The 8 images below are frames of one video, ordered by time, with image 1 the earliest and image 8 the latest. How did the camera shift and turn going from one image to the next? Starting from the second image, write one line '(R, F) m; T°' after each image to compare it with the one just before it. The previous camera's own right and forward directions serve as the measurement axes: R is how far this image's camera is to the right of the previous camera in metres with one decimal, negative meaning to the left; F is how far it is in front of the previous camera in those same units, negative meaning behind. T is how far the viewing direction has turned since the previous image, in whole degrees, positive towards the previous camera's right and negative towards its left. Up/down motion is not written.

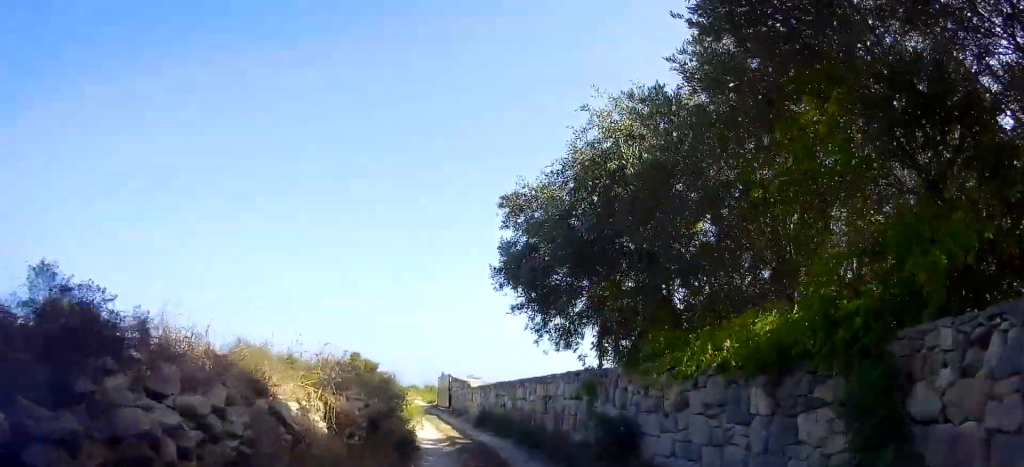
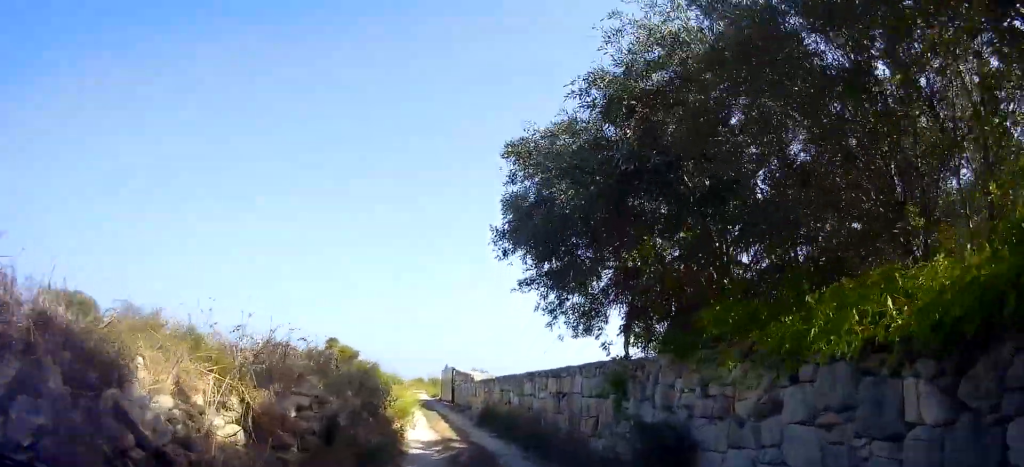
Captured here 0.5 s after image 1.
(-0.3, +1.8) m; 0°
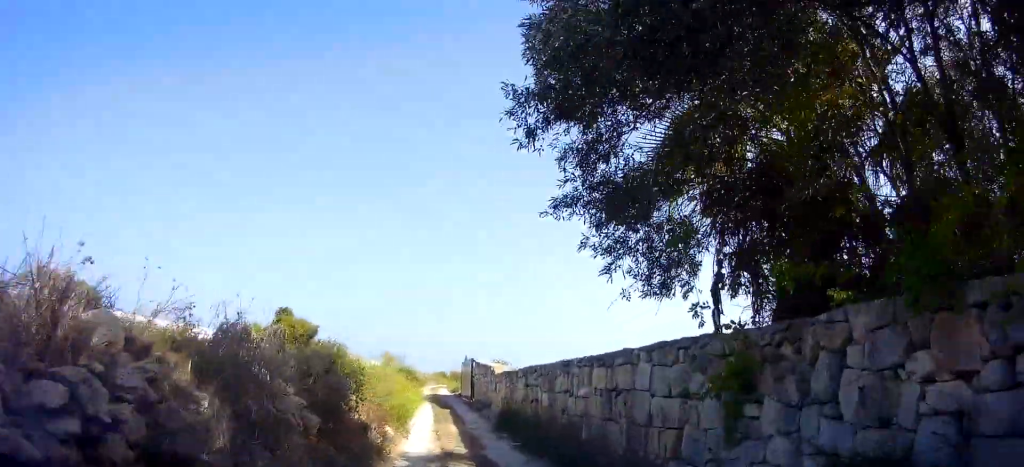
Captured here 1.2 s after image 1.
(+0.7, +2.9) m; 0°
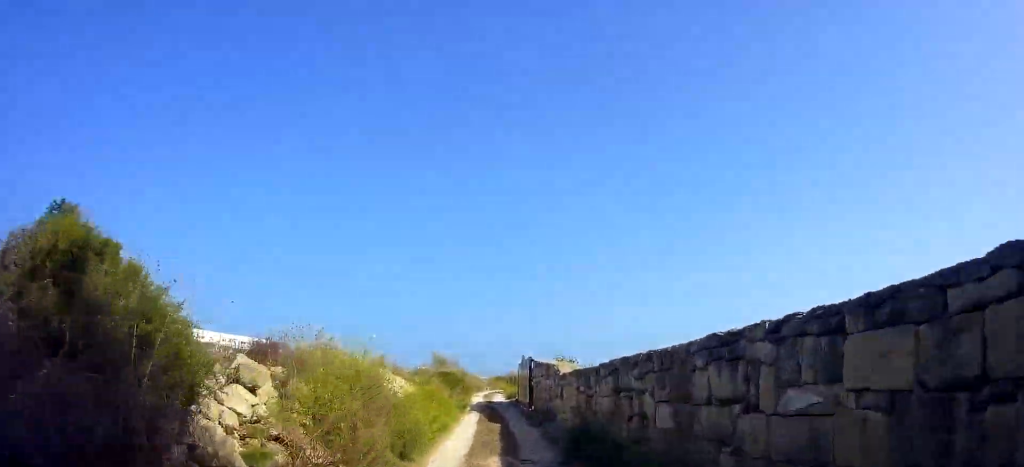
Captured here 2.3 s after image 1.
(-0.7, +4.5) m; -11°
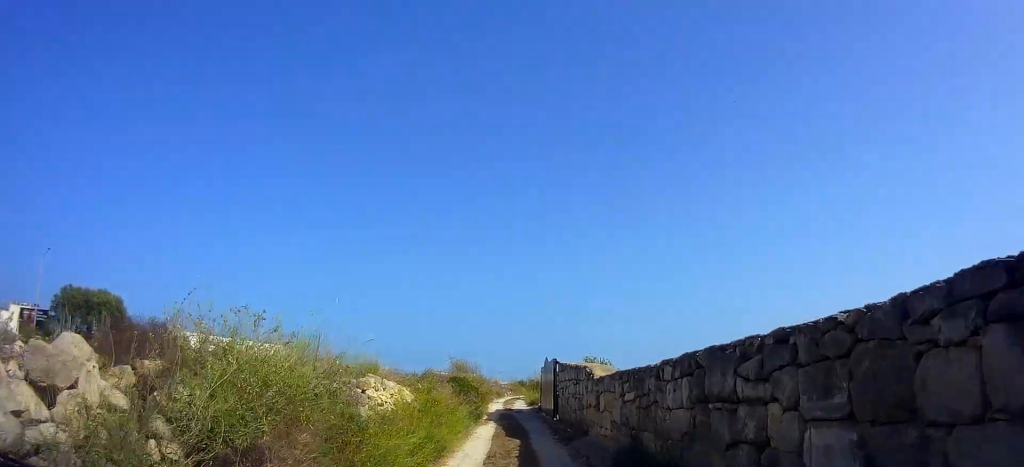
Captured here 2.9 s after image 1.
(-0.1, +2.6) m; -2°
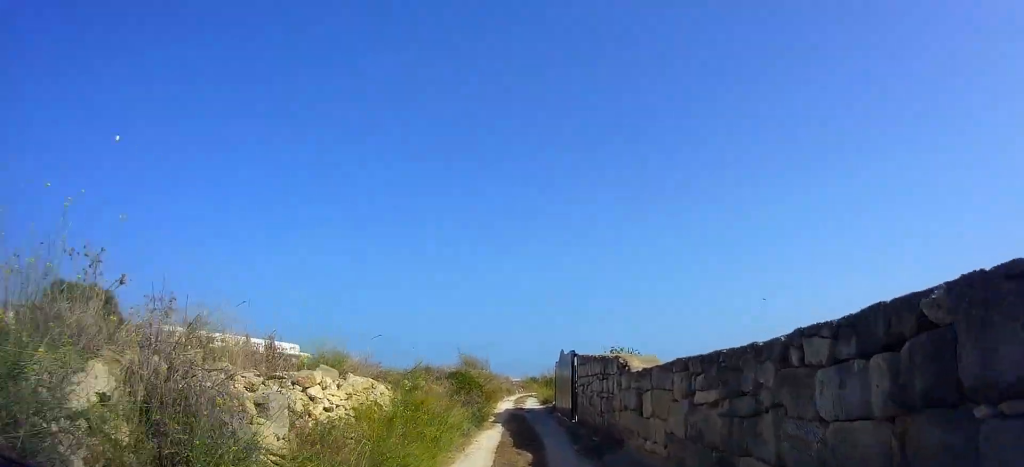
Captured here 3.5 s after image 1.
(0.0, +2.8) m; 0°
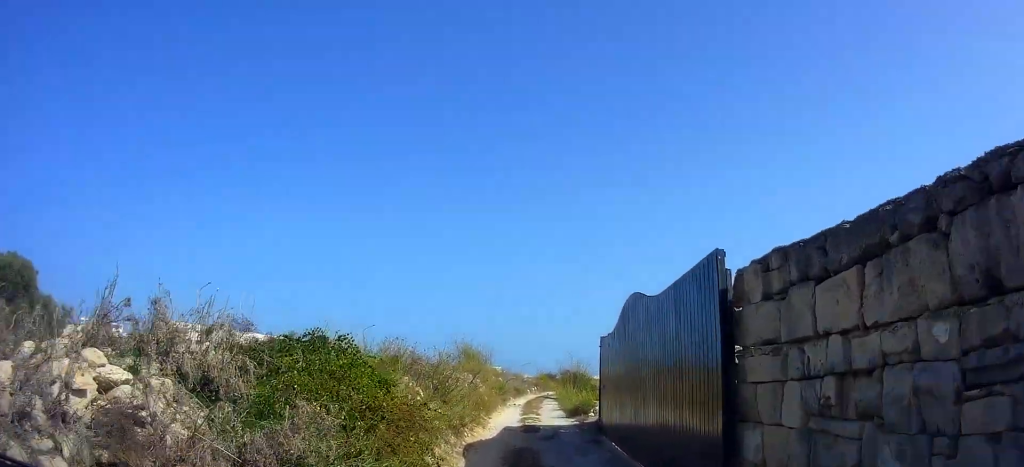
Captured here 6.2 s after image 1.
(0.0, +11.6) m; 0°
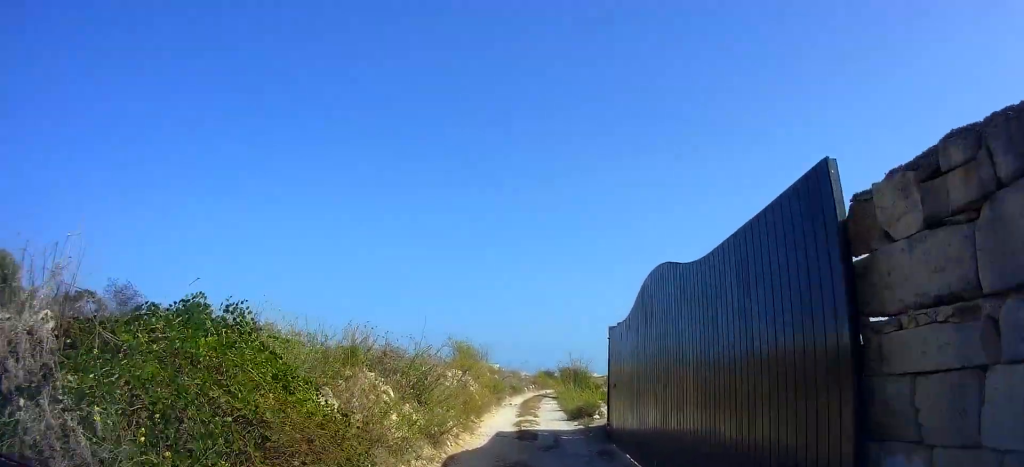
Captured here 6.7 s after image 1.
(0.0, +1.9) m; 0°
